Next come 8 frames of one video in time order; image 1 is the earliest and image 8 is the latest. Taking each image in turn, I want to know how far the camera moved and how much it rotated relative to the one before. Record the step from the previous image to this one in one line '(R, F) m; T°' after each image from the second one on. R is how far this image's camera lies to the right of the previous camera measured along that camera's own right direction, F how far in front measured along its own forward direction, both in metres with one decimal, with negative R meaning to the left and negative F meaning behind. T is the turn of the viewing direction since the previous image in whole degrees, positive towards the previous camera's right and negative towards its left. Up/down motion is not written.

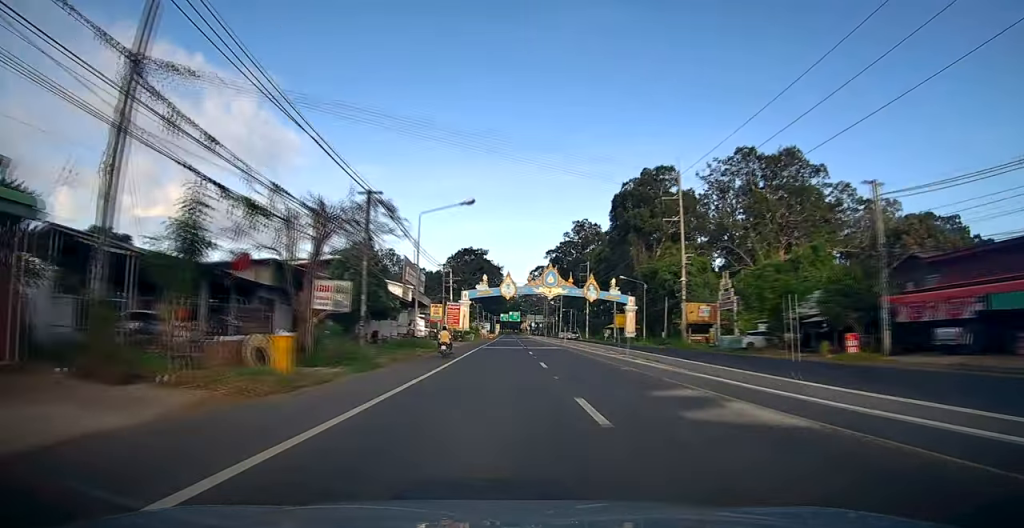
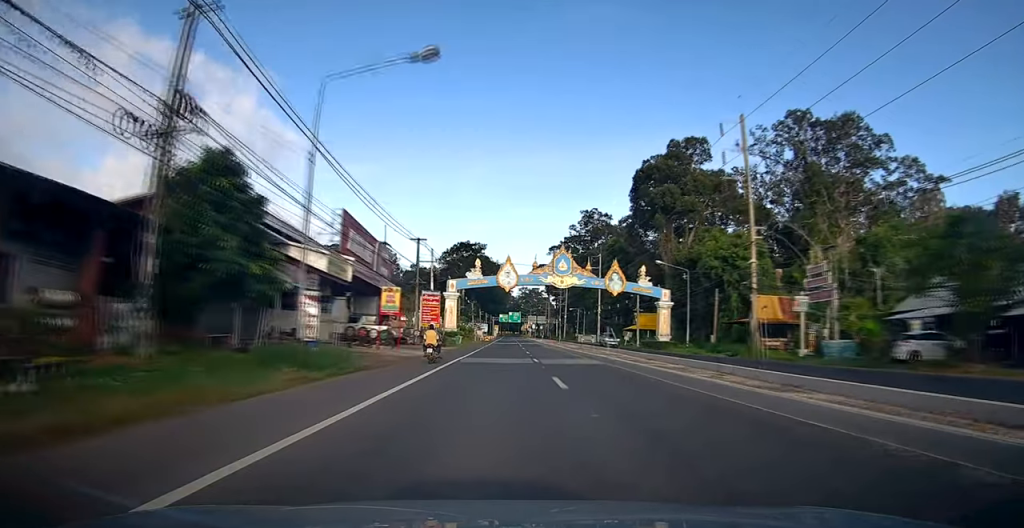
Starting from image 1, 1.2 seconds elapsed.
(-0.2, +19.3) m; +1°
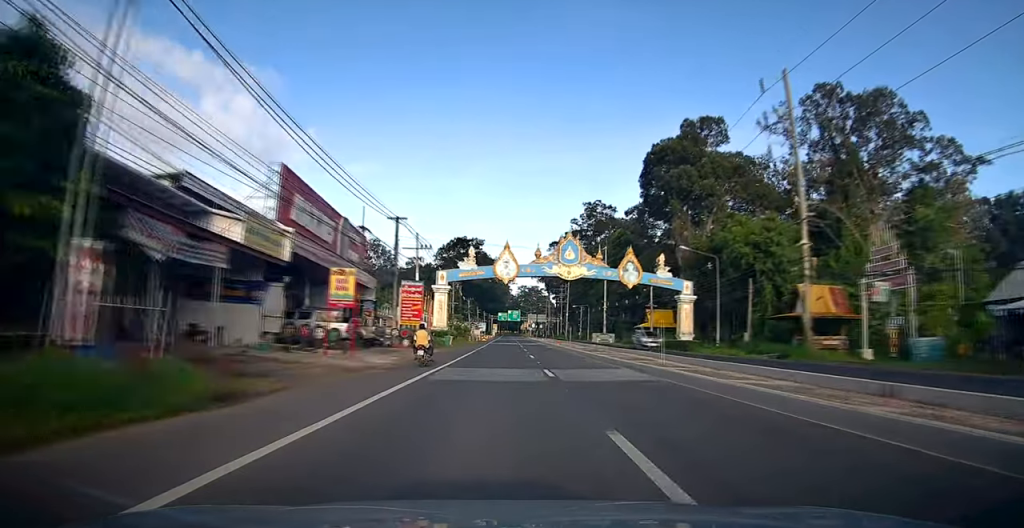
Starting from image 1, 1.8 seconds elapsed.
(+0.3, +8.9) m; 0°
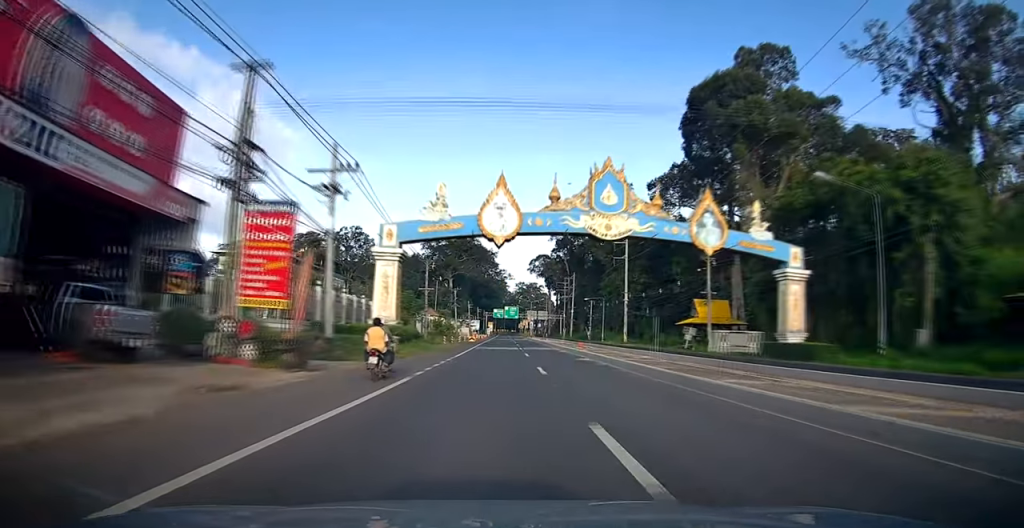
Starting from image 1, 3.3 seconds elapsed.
(0.0, +23.9) m; 0°
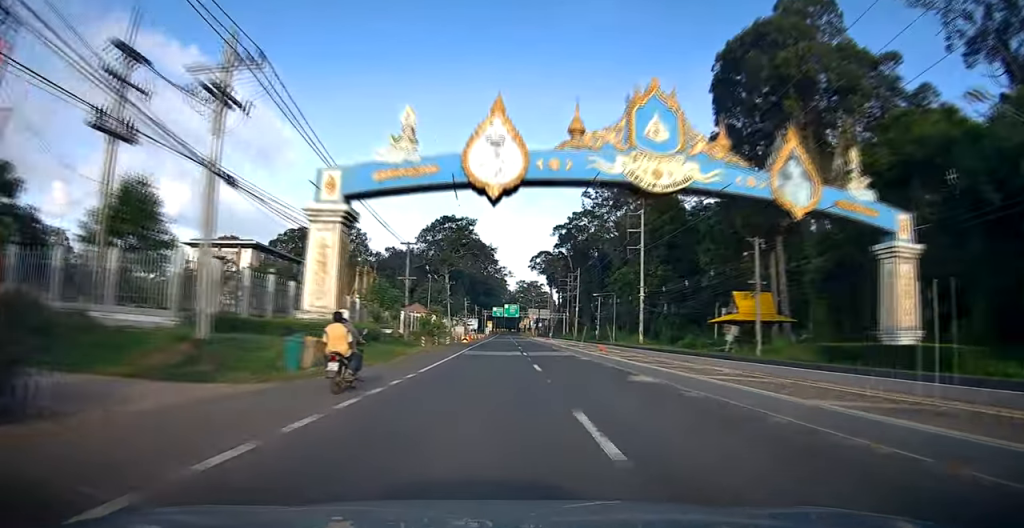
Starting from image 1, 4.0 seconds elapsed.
(+0.3, +11.1) m; 0°
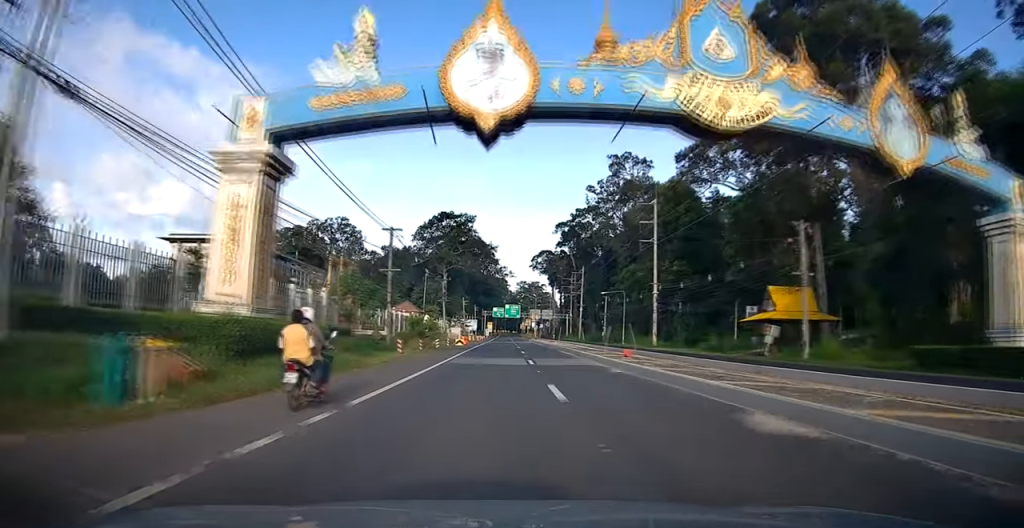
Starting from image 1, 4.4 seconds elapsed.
(-0.2, +7.2) m; -1°
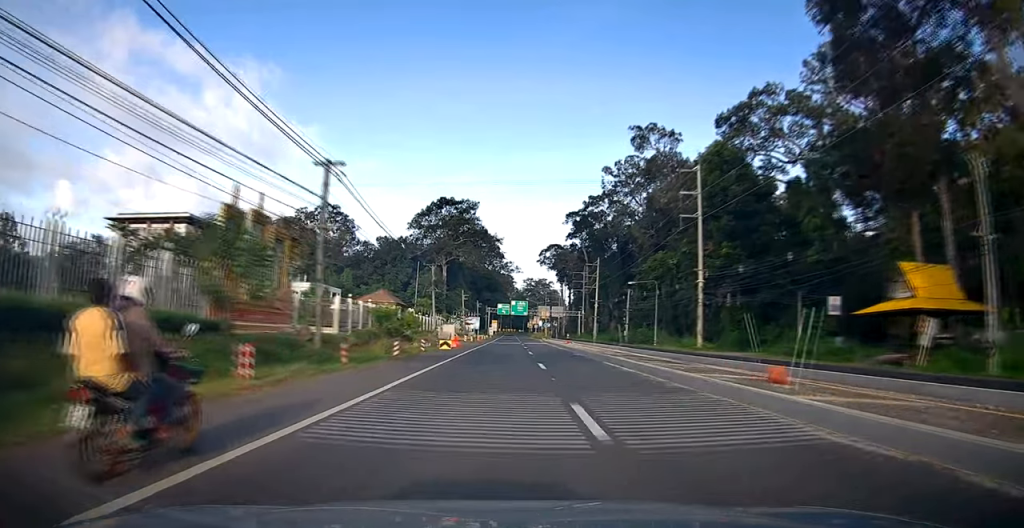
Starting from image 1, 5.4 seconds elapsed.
(-0.3, +15.8) m; -1°
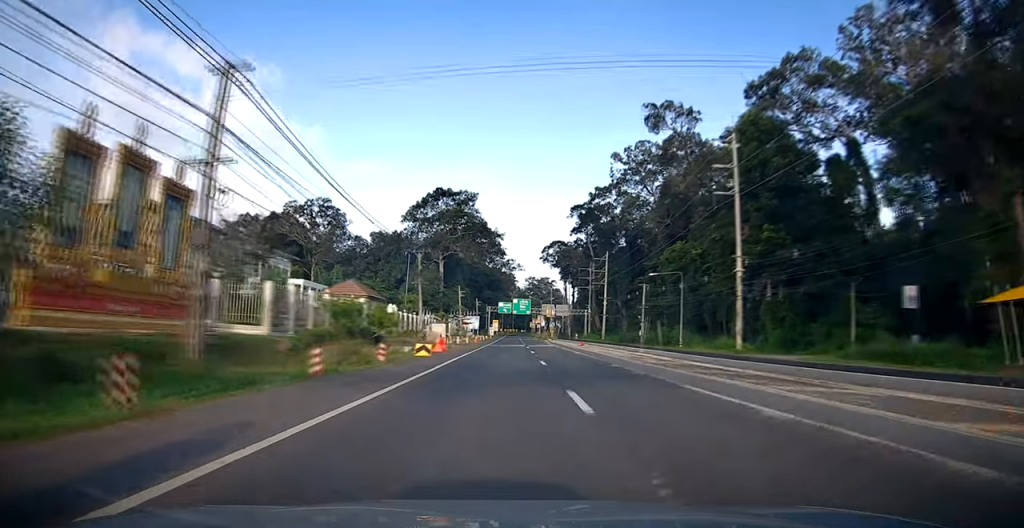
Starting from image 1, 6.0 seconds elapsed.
(0.0, +9.9) m; 0°
